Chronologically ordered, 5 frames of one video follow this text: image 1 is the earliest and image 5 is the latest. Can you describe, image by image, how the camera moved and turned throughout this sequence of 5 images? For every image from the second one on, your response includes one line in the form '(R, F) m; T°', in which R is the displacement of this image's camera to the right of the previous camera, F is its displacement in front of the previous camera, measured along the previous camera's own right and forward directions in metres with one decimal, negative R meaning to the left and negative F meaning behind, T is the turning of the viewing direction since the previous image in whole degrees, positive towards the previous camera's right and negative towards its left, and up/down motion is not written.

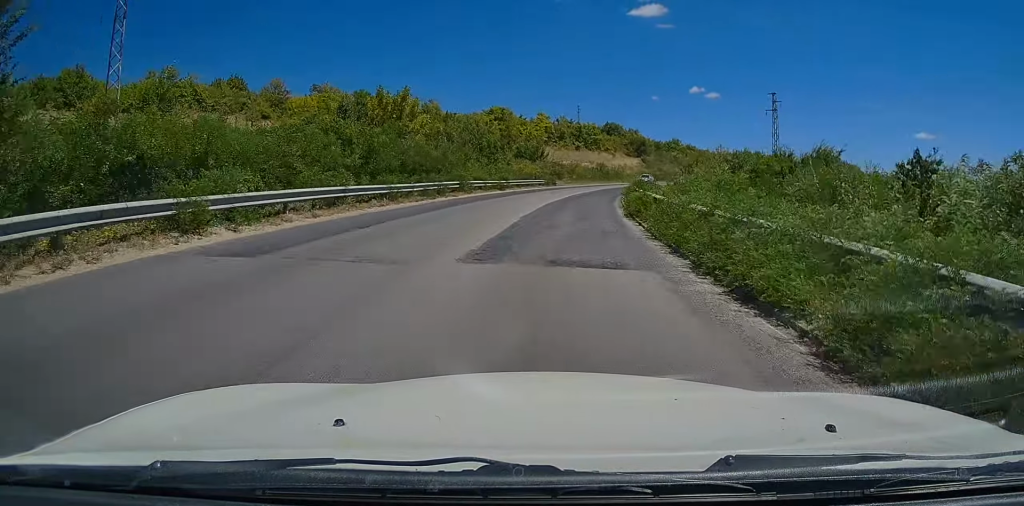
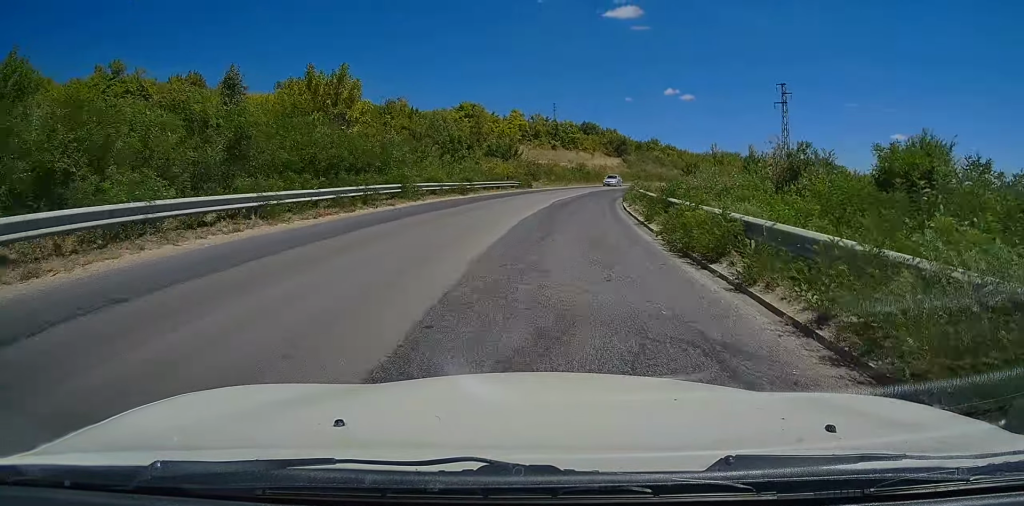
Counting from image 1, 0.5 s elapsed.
(+0.4, +9.7) m; +2°
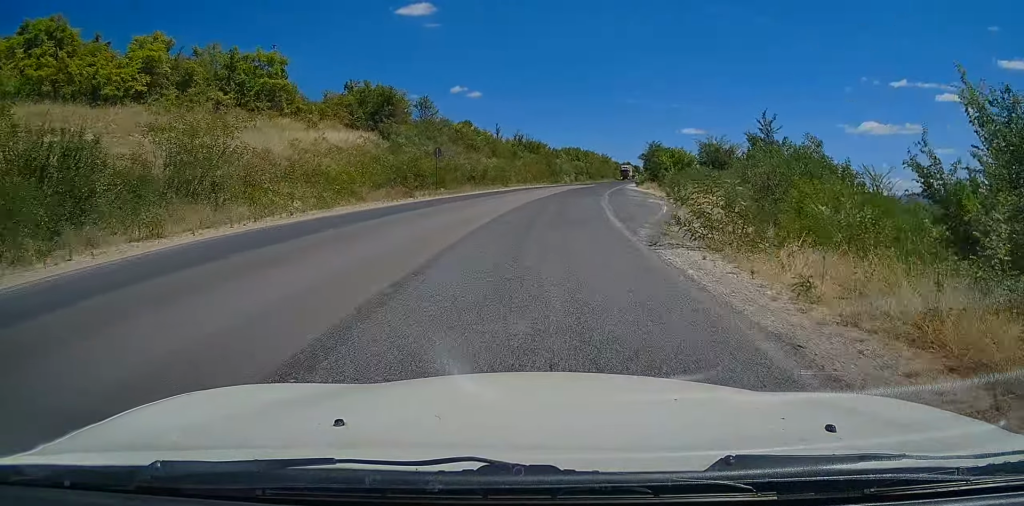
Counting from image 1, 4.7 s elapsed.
(+12.4, +76.1) m; +18°
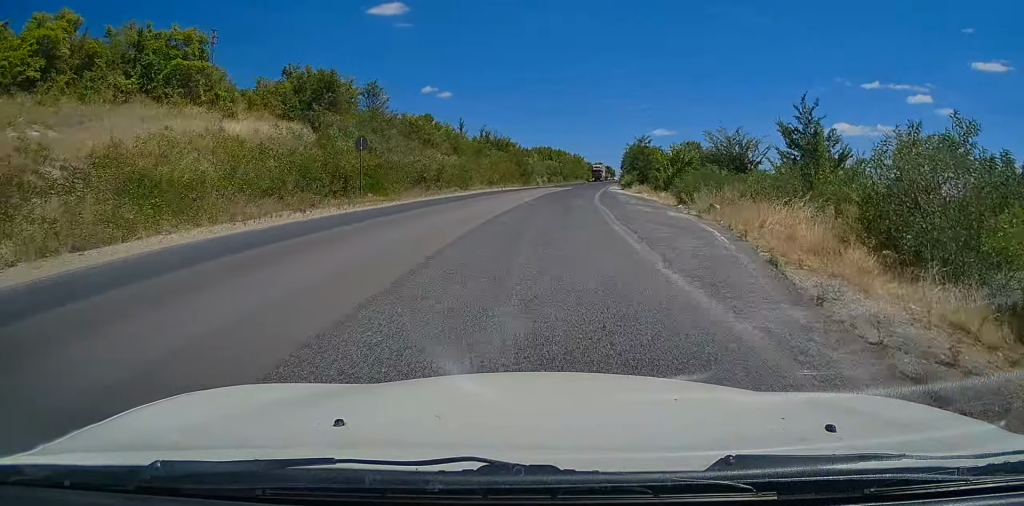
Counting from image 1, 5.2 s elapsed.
(0.0, +10.9) m; +3°
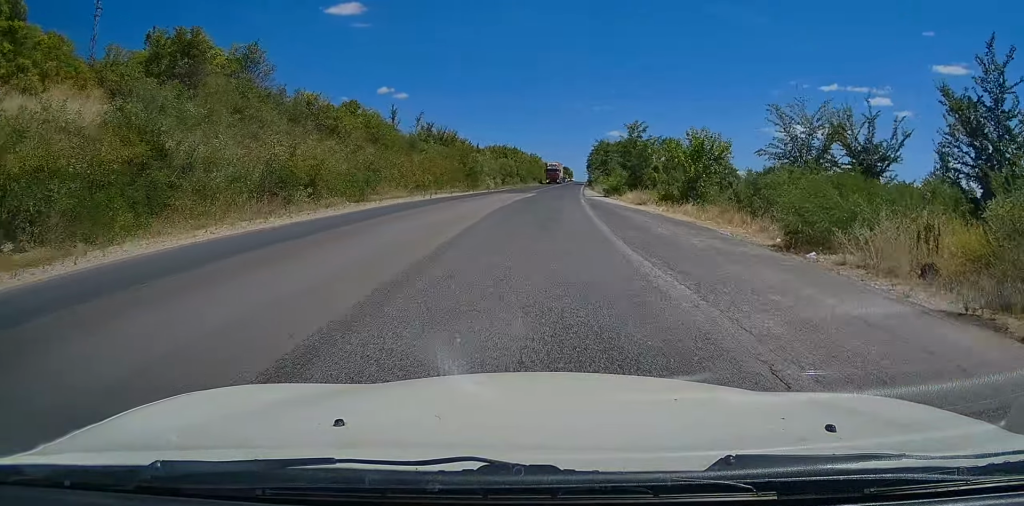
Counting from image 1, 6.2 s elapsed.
(+1.1, +18.0) m; +4°
